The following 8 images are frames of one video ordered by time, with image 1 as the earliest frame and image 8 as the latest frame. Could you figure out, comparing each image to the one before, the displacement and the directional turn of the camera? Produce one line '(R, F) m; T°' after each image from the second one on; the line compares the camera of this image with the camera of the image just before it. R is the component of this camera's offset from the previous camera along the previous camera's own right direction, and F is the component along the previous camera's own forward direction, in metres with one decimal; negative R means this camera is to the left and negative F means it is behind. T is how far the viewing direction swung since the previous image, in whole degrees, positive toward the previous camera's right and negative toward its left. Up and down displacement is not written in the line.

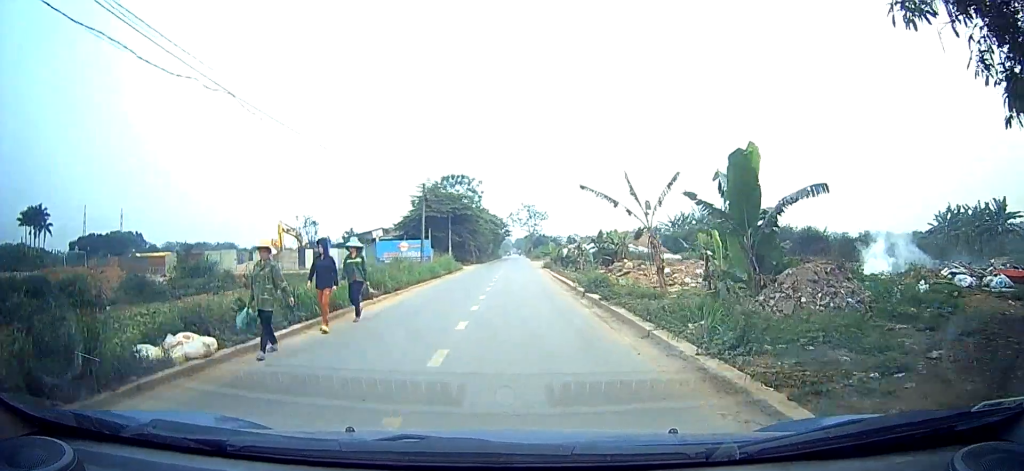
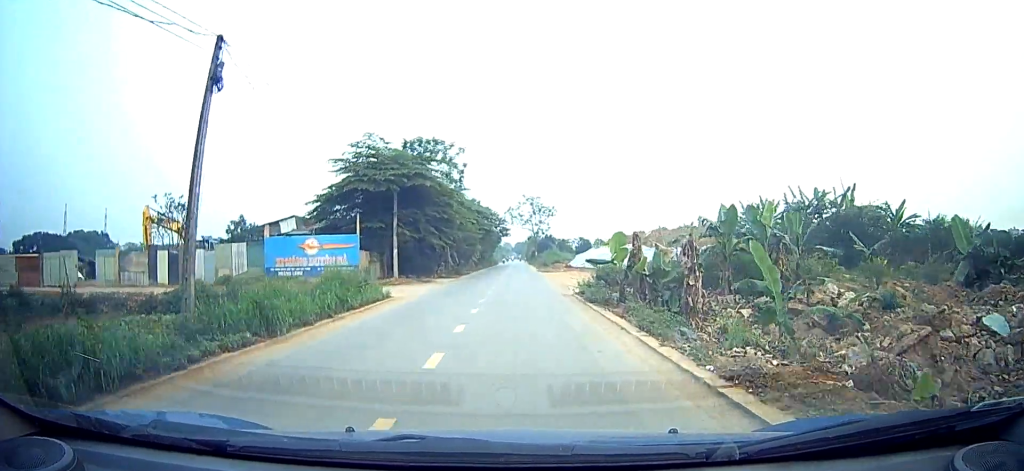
(-0.5, +13.9) m; +3°
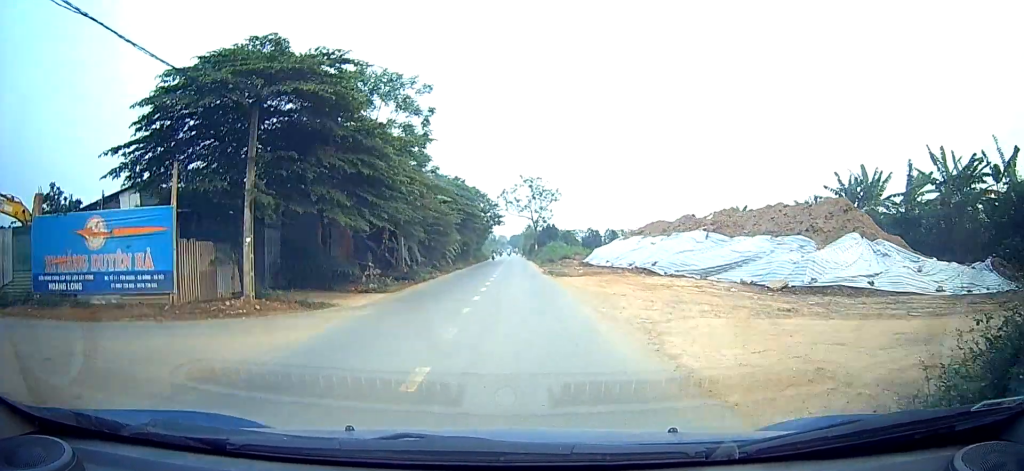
(+1.5, +13.4) m; +8°
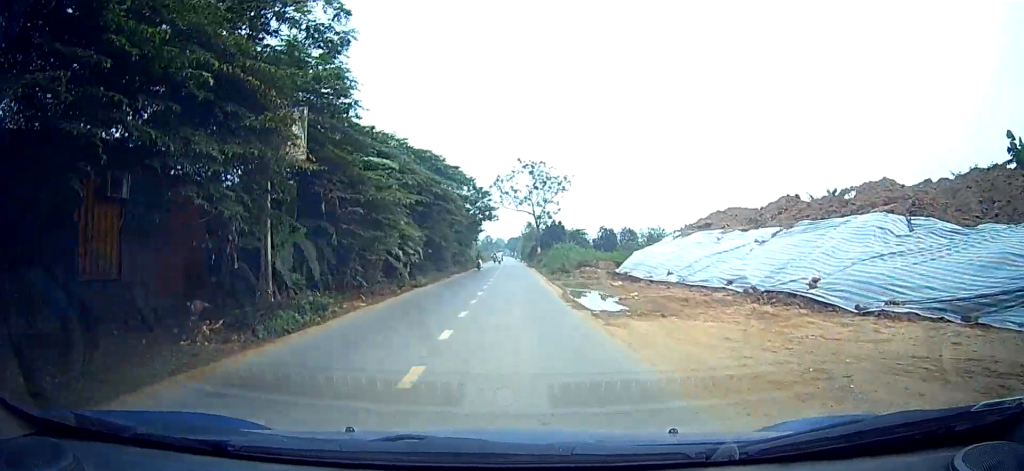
(+0.1, +13.6) m; -4°
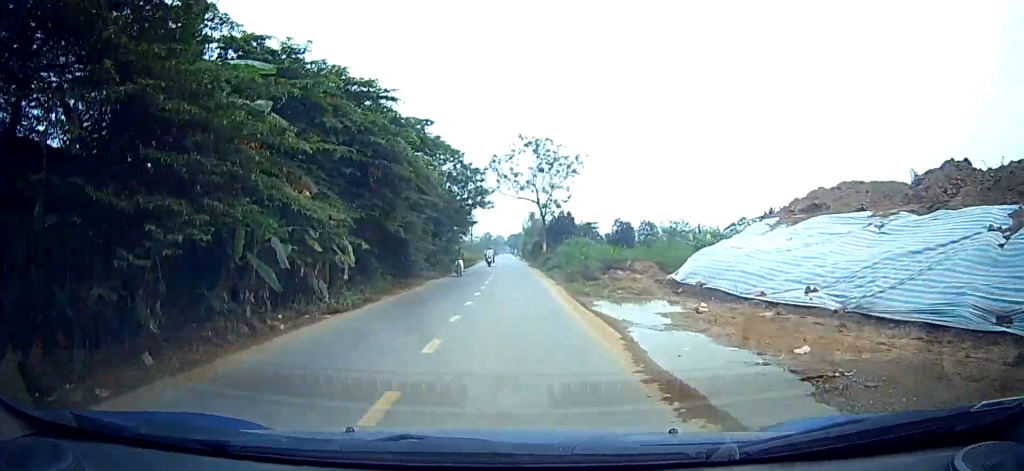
(-0.7, +9.9) m; +1°
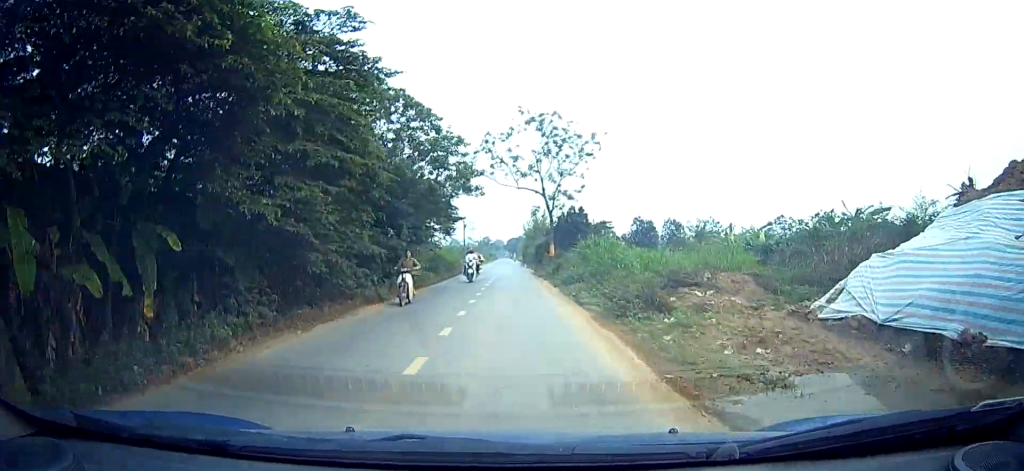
(+0.4, +9.7) m; -1°
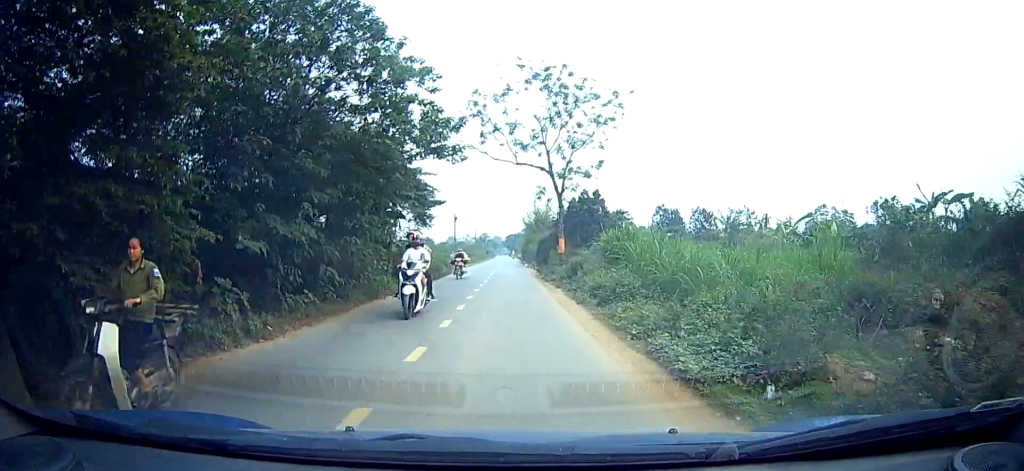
(+0.2, +8.8) m; -1°
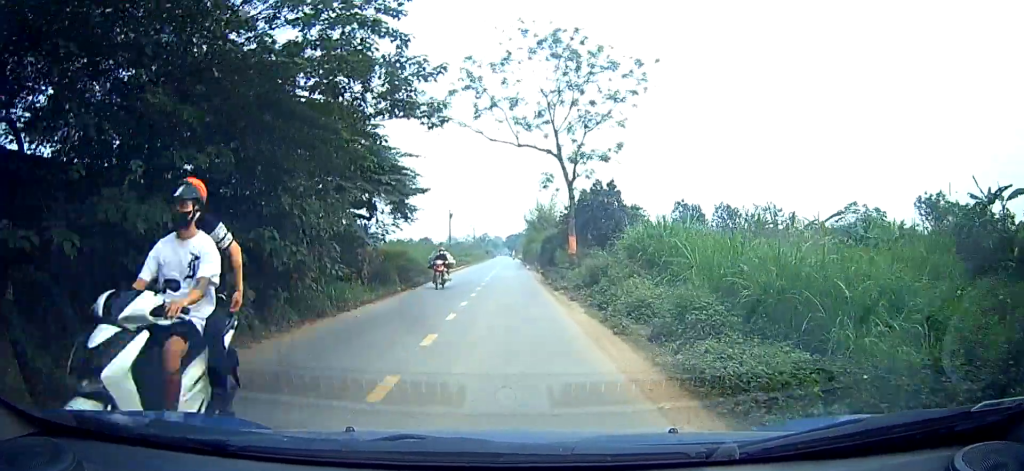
(-0.5, +6.2) m; -1°
